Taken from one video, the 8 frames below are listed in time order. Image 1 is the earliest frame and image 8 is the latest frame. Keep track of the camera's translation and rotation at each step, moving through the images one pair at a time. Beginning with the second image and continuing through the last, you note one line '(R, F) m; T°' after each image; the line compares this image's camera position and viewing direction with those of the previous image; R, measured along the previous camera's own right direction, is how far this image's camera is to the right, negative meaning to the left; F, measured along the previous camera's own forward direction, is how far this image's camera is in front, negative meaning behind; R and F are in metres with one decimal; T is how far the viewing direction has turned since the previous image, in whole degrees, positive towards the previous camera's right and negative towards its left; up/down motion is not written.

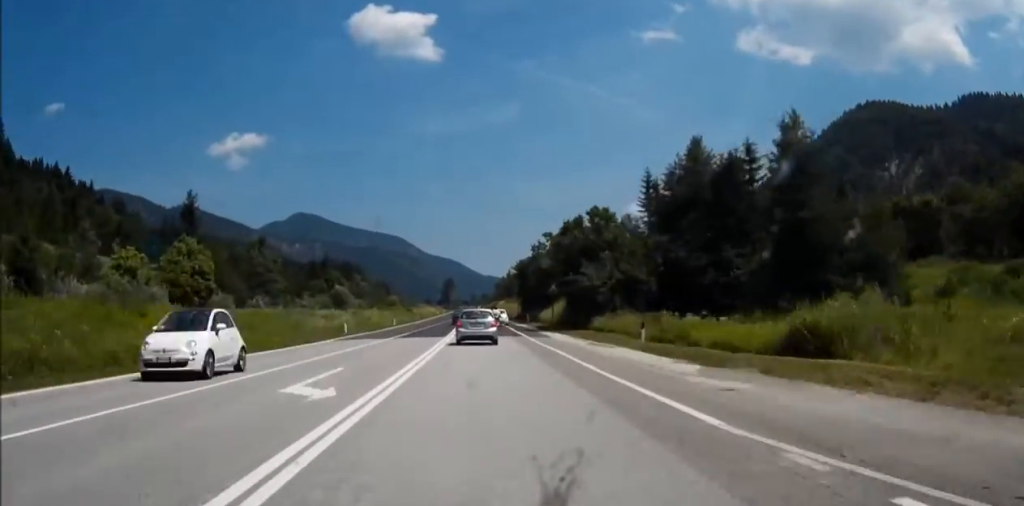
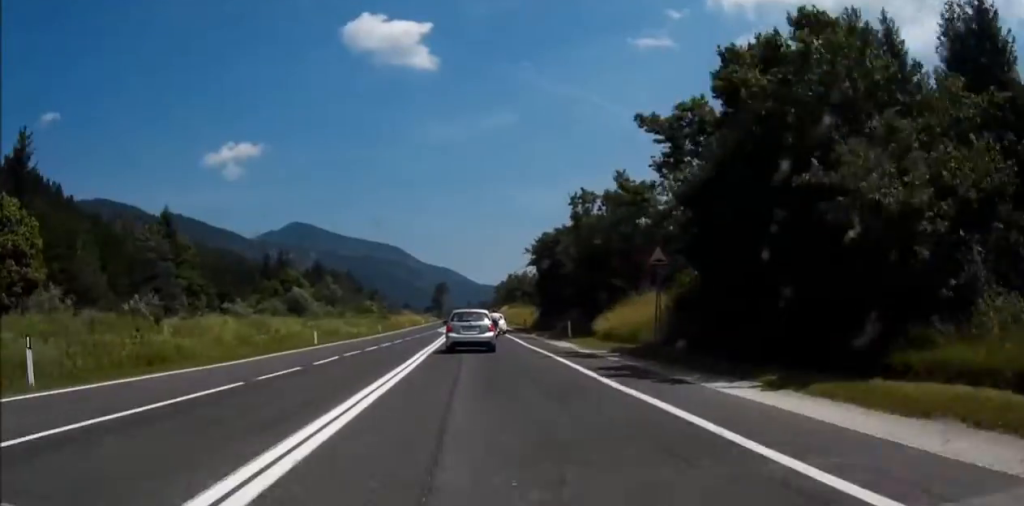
(-0.2, +35.5) m; 0°
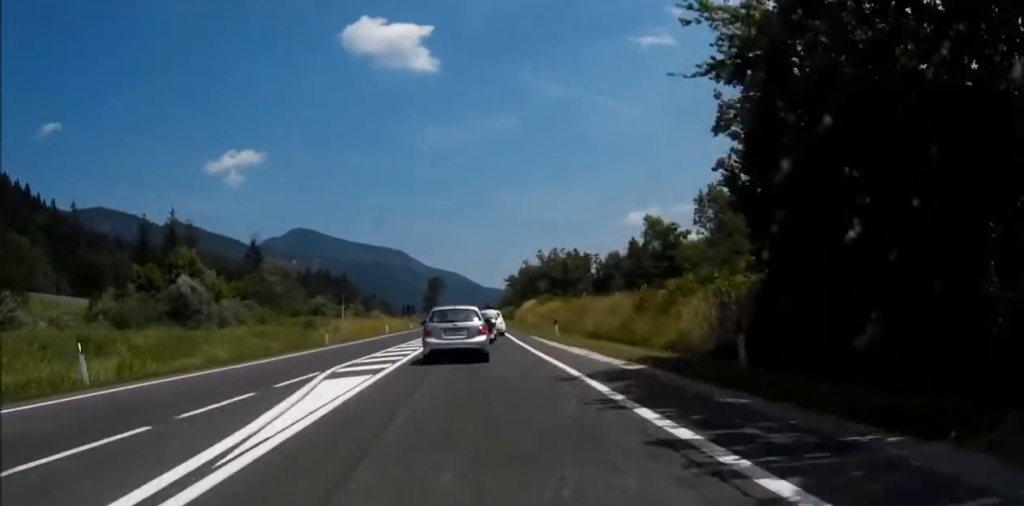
(-0.3, +51.0) m; -1°
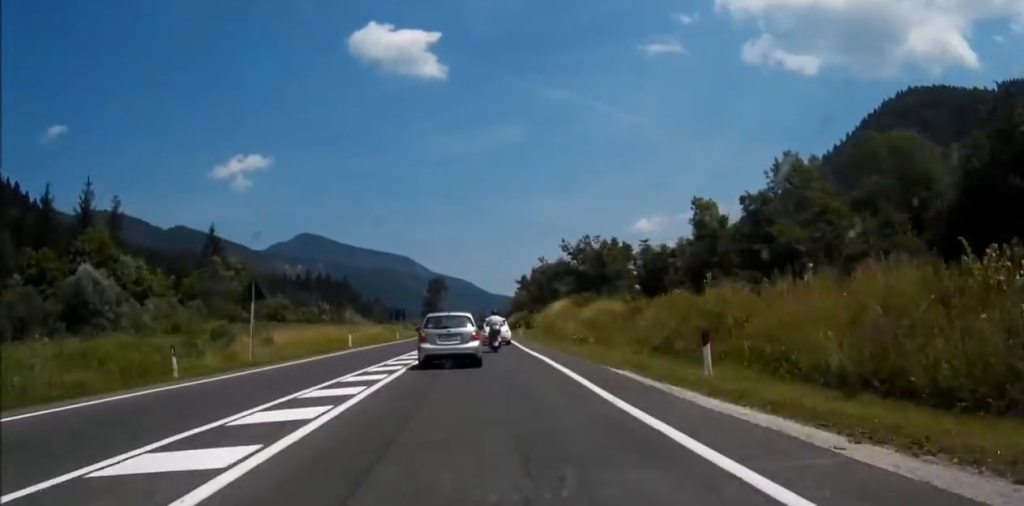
(-0.2, +21.4) m; 0°
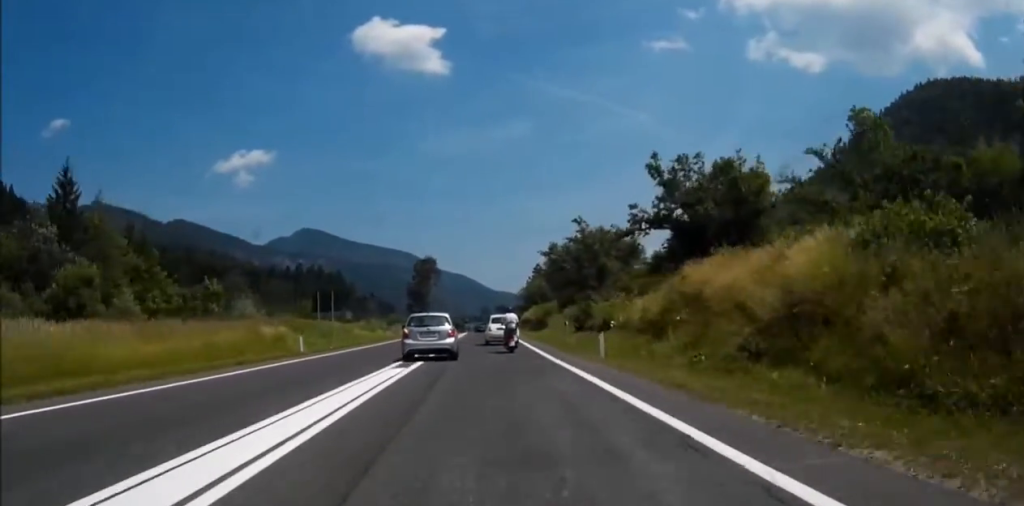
(+0.4, +34.1) m; +1°
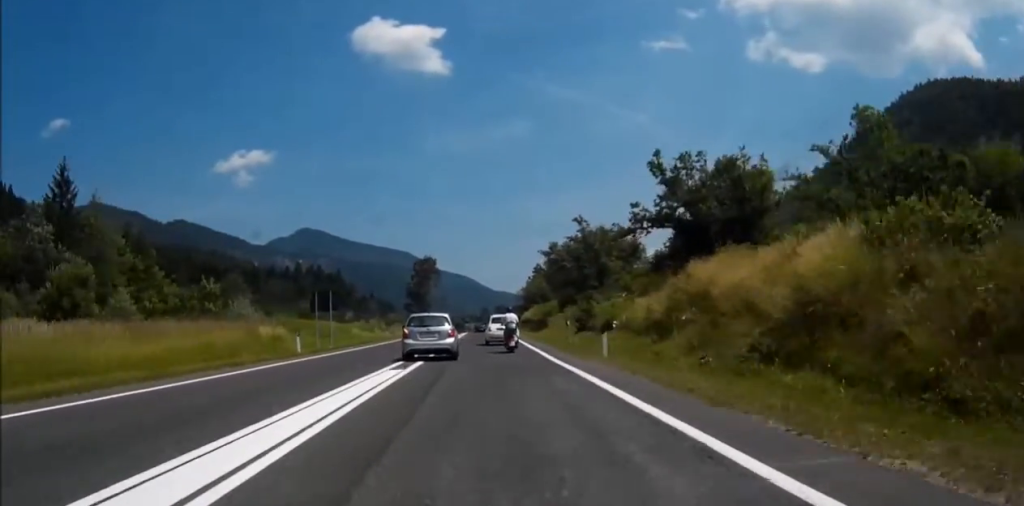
(0.0, +15.8) m; 0°
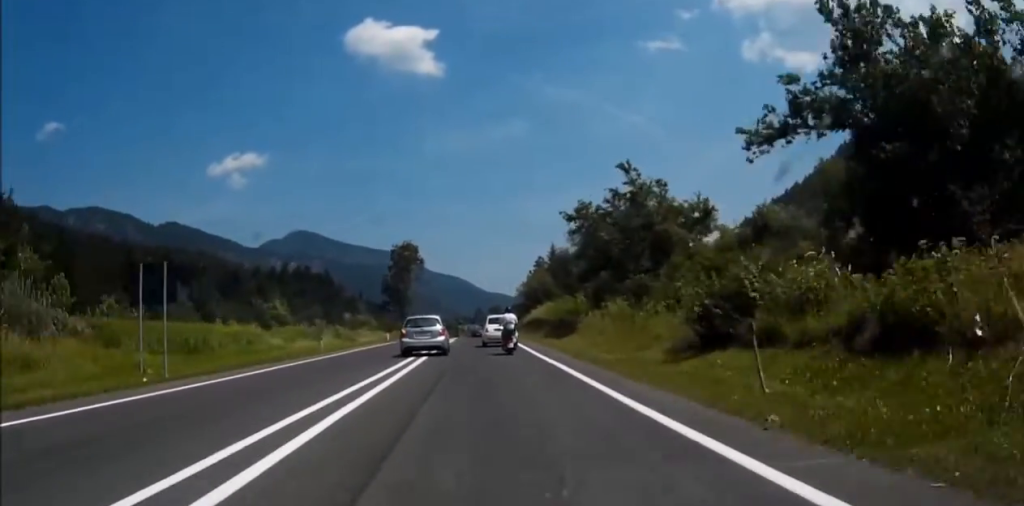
(+0.1, +21.9) m; 0°
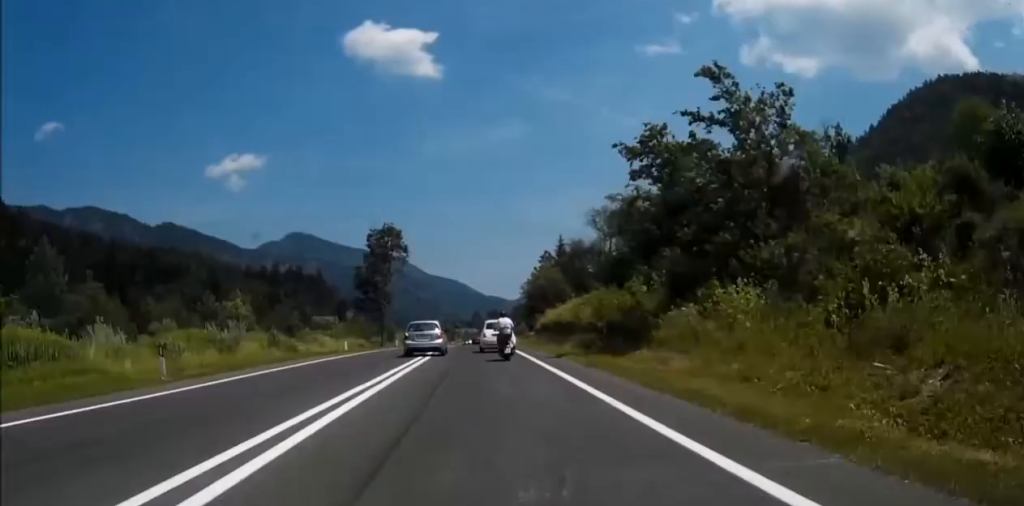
(+0.1, +18.2) m; 0°
